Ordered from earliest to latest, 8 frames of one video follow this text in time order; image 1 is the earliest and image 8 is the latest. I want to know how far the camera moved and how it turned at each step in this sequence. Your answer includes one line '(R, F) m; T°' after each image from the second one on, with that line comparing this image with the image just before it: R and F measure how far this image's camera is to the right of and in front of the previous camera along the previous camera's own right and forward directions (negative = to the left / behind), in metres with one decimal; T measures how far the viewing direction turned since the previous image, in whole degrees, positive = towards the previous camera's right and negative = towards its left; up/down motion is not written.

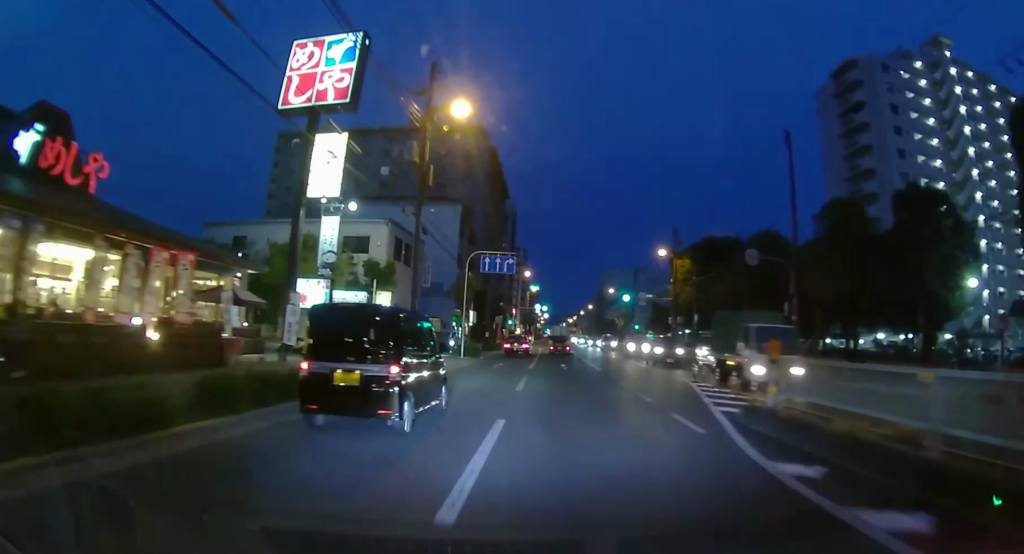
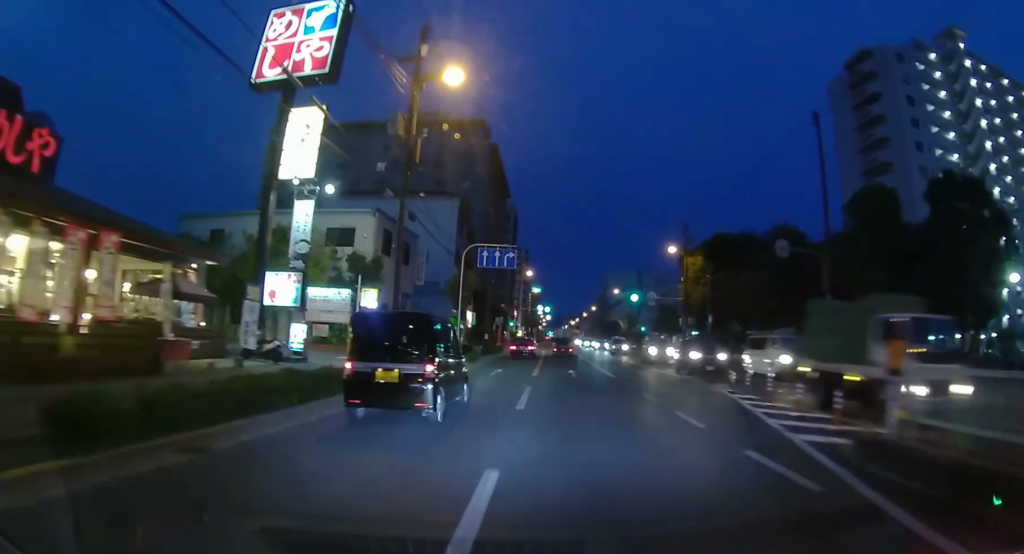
(0.0, +3.4) m; 0°
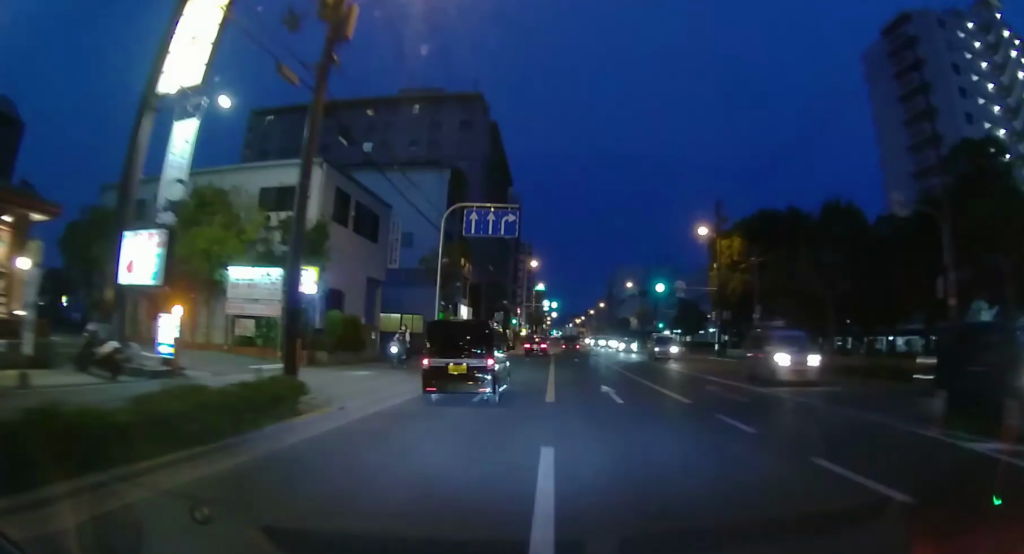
(0.0, +8.9) m; 0°
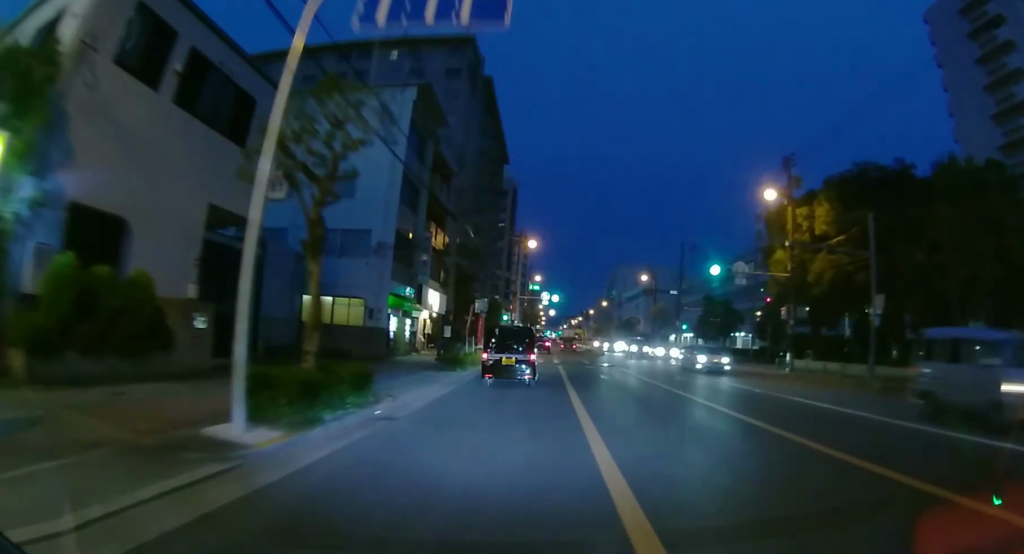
(0.0, +14.3) m; 0°
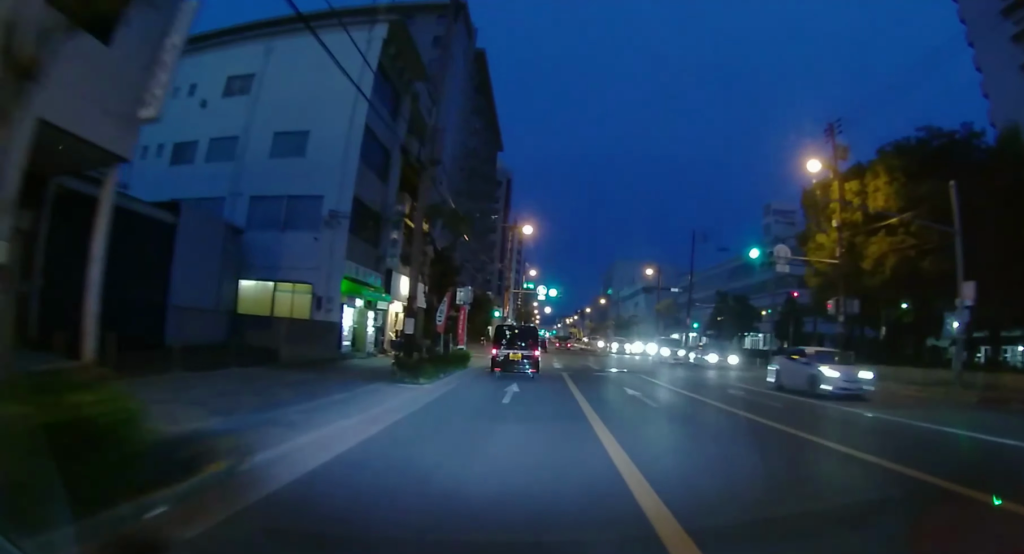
(0.0, +6.3) m; 0°
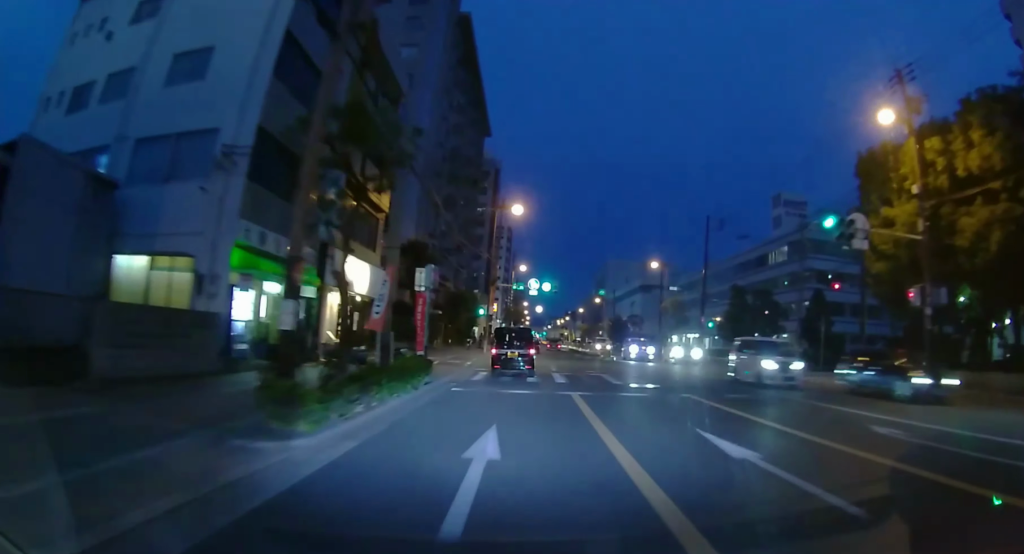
(0.0, +7.6) m; 0°
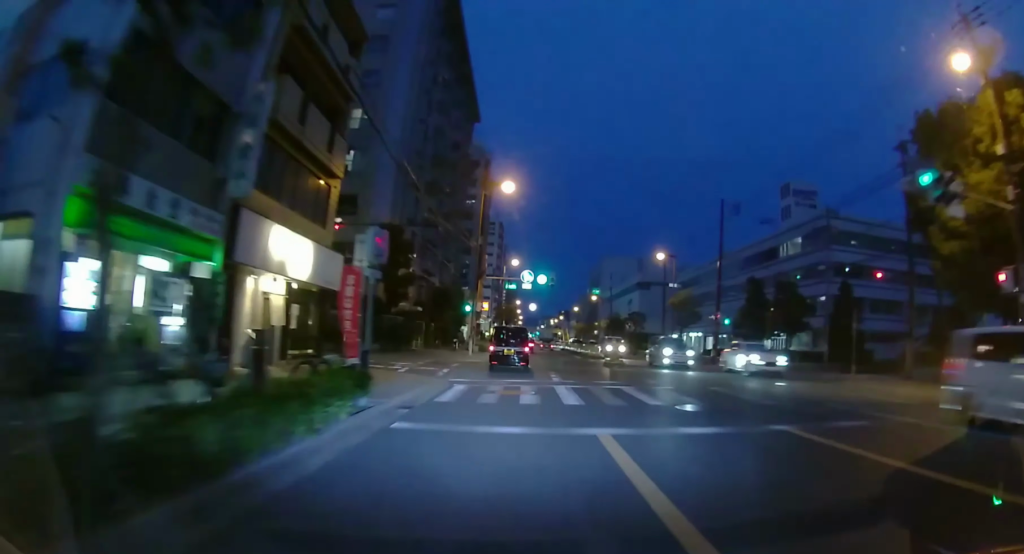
(0.0, +5.9) m; 0°
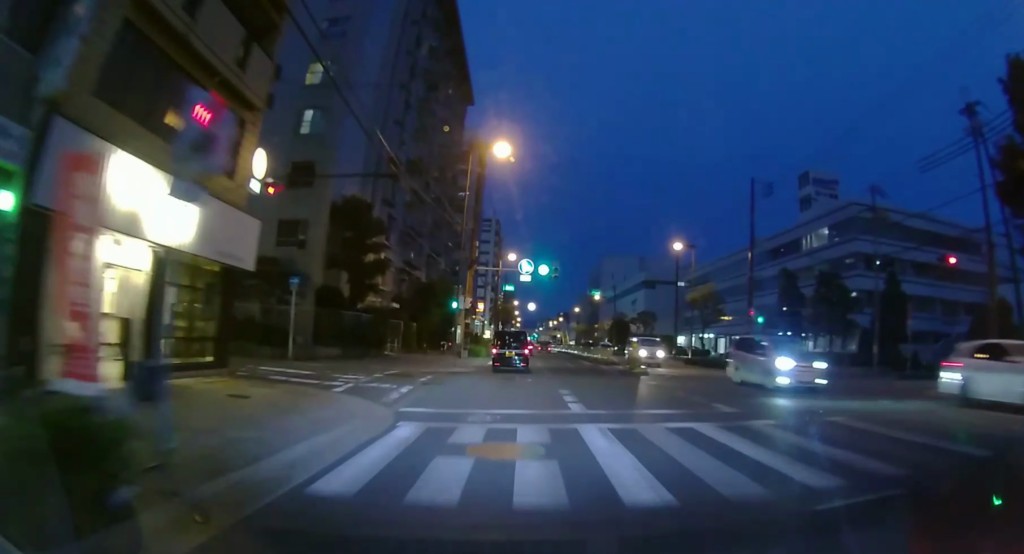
(0.0, +7.0) m; 0°
